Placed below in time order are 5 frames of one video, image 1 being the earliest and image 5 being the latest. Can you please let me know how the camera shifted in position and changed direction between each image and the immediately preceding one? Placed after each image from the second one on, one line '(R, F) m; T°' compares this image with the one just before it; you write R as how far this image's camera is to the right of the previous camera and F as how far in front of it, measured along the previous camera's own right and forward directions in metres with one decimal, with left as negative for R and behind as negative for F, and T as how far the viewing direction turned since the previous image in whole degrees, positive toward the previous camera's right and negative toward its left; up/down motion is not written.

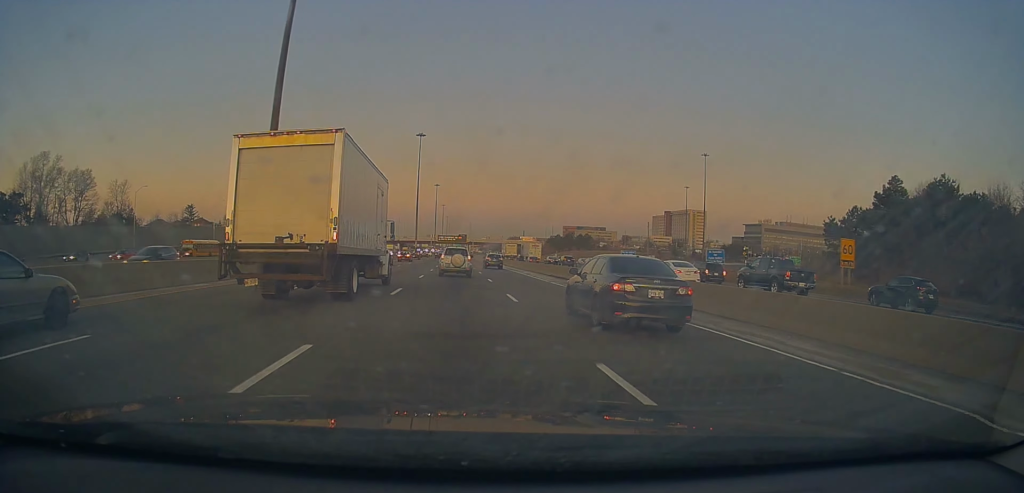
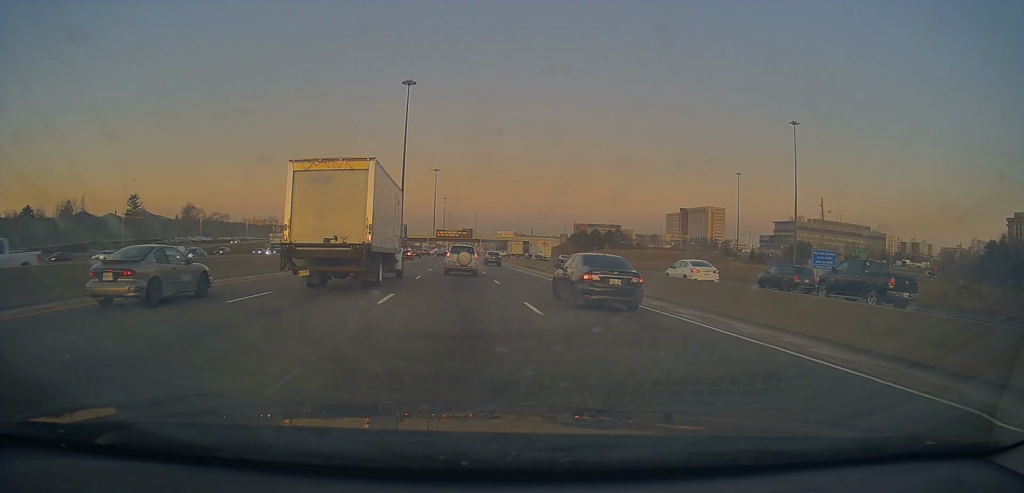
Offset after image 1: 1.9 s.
(0.0, +52.2) m; 0°
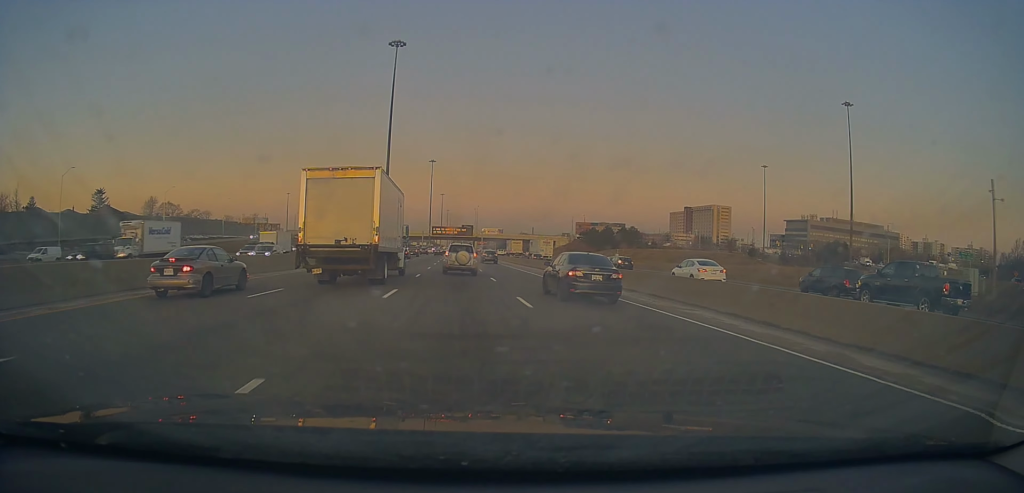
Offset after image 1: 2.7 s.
(0.0, +22.9) m; 0°
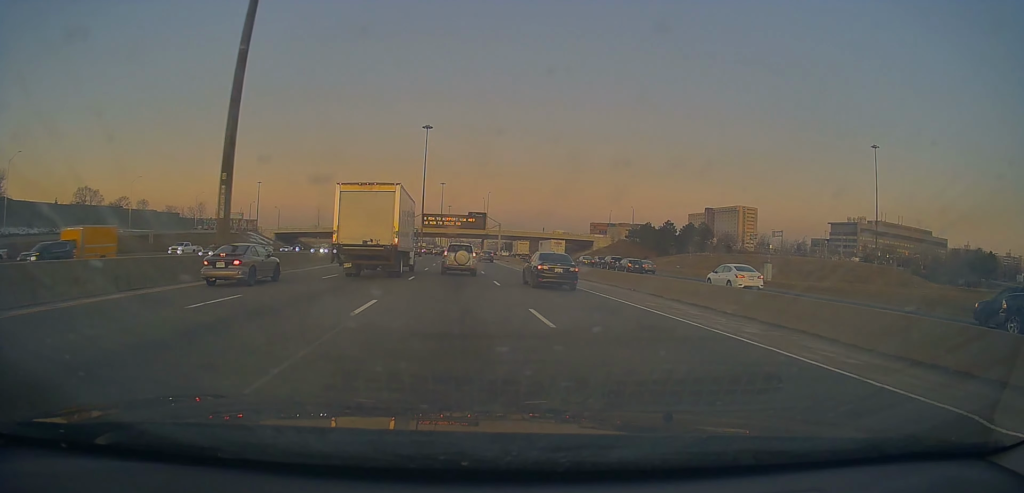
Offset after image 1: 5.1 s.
(-0.5, +64.9) m; 0°
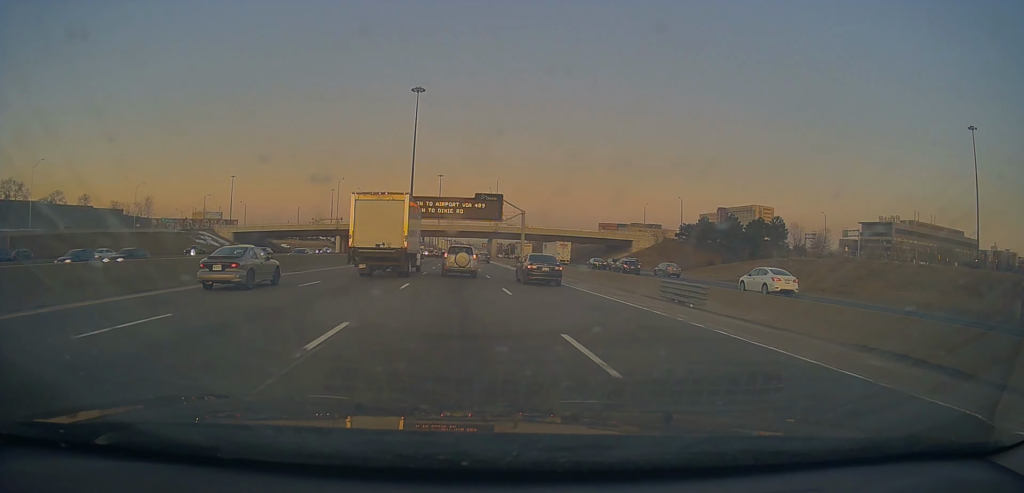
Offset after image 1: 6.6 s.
(+0.1, +40.6) m; 0°
